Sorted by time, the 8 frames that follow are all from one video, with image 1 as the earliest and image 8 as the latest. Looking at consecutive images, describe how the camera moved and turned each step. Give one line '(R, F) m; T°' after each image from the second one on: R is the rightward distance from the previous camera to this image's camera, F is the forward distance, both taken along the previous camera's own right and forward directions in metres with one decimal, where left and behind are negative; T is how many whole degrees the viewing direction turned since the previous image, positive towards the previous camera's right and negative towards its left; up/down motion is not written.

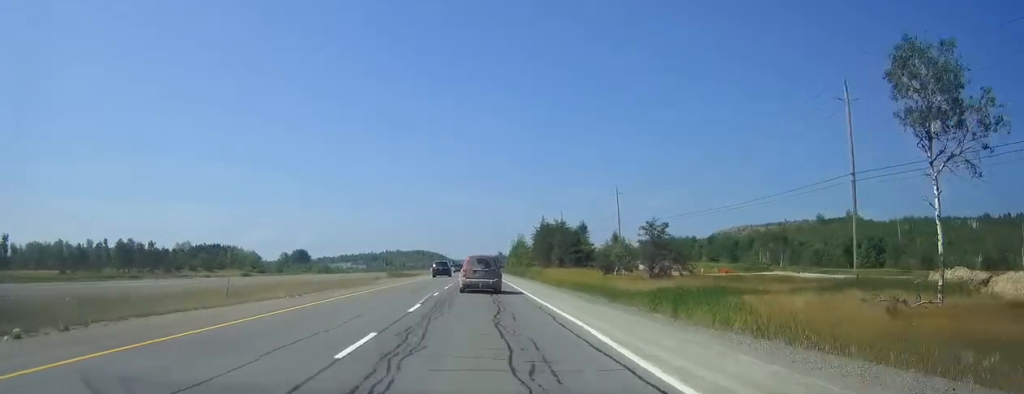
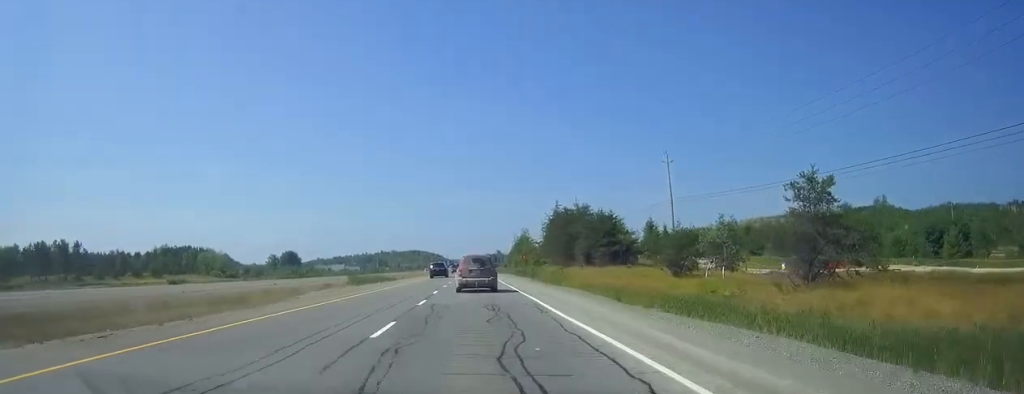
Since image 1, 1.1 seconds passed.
(0.0, +31.6) m; 0°
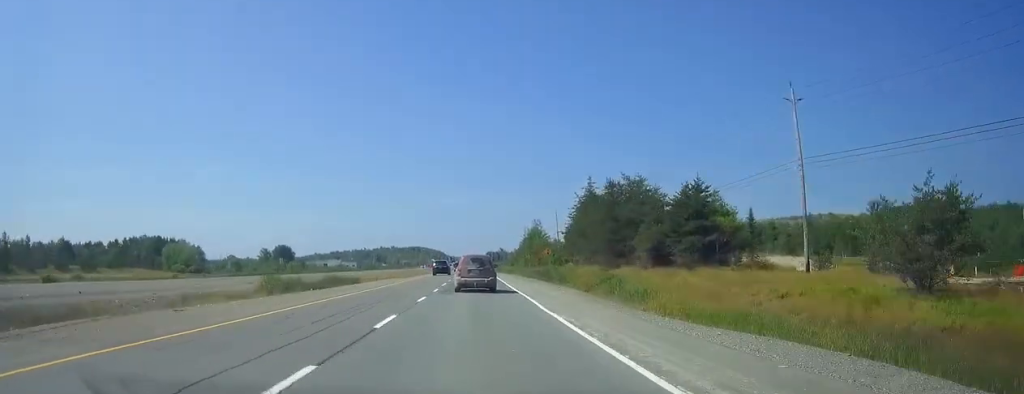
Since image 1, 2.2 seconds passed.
(+0.1, +32.4) m; 0°
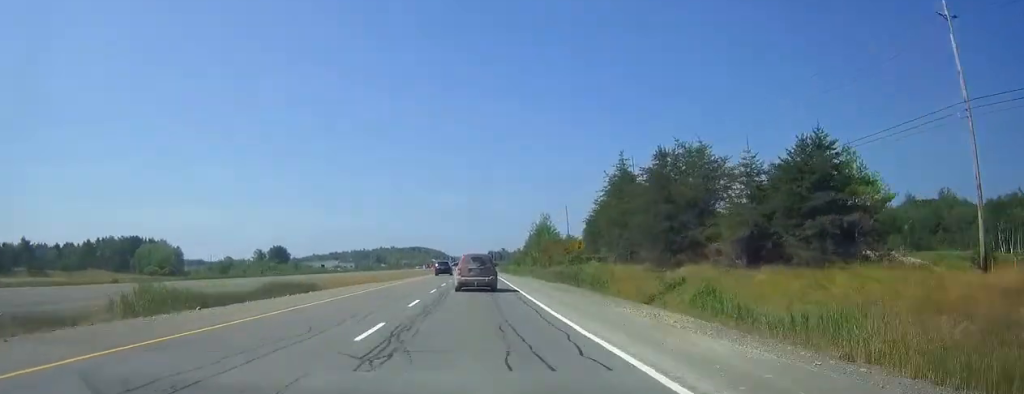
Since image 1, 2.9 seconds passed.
(0.0, +19.1) m; 0°
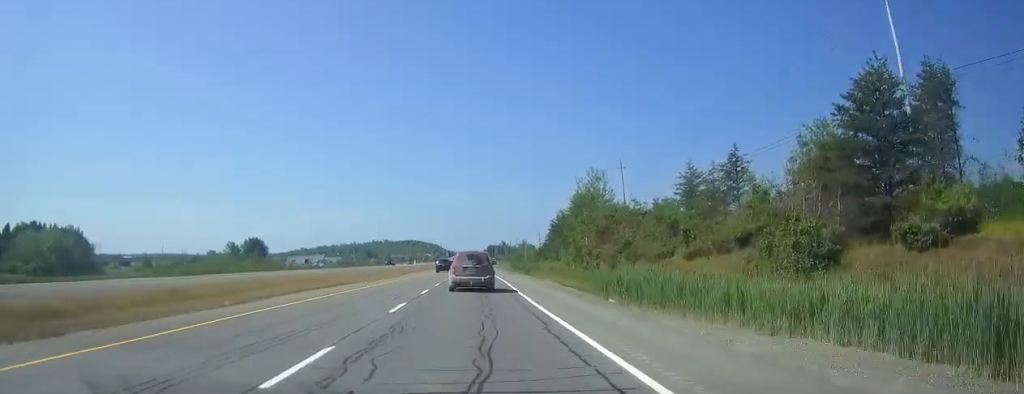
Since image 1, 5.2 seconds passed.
(-0.2, +64.7) m; 0°
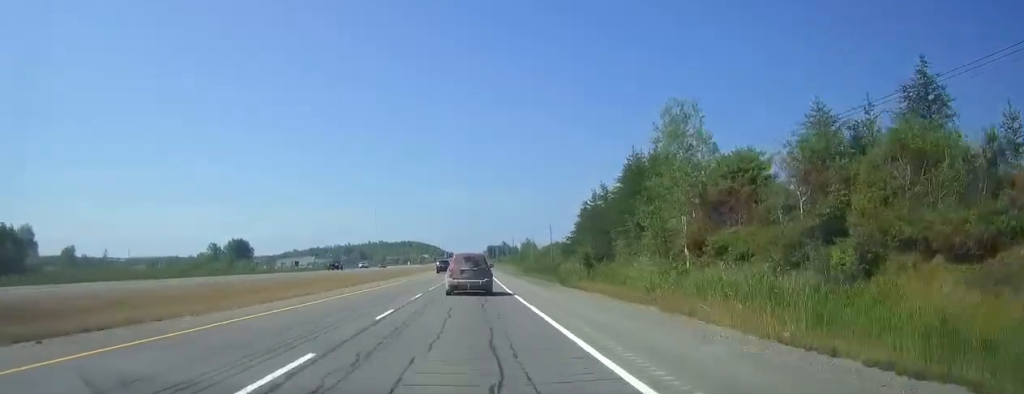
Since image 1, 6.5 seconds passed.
(+0.1, +36.8) m; 0°
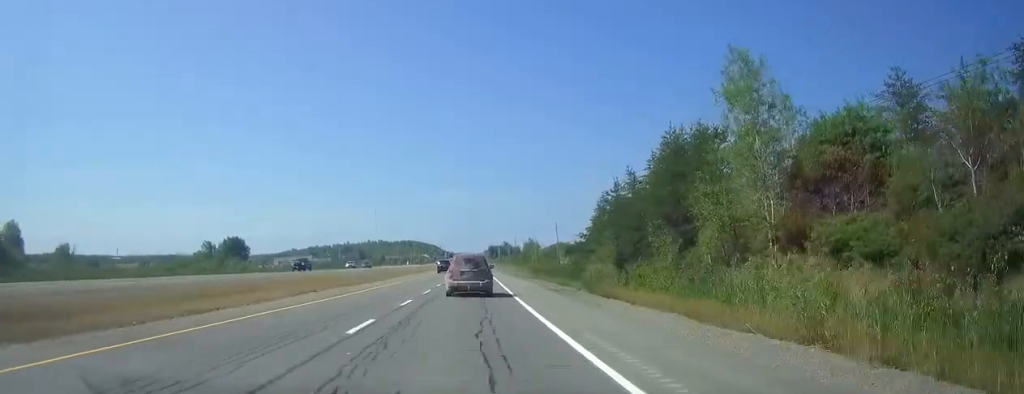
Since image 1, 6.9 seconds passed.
(0.0, +12.2) m; 0°
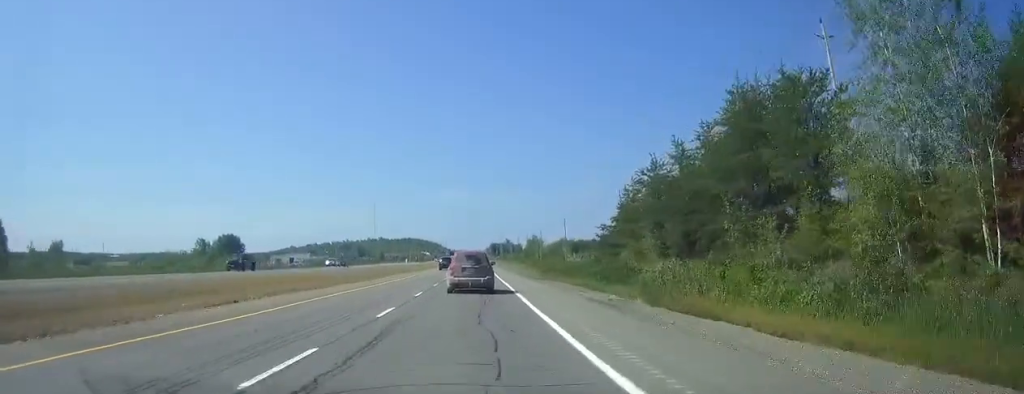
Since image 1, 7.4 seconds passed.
(0.0, +14.0) m; 0°
